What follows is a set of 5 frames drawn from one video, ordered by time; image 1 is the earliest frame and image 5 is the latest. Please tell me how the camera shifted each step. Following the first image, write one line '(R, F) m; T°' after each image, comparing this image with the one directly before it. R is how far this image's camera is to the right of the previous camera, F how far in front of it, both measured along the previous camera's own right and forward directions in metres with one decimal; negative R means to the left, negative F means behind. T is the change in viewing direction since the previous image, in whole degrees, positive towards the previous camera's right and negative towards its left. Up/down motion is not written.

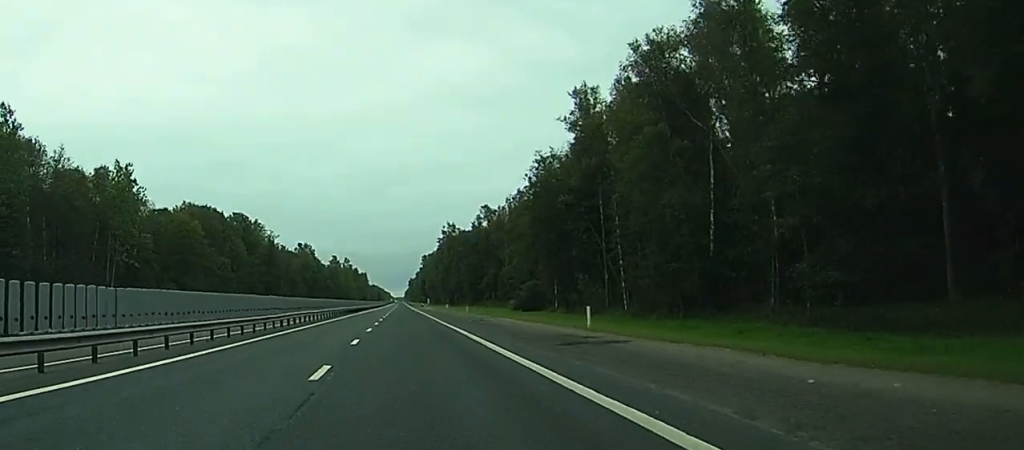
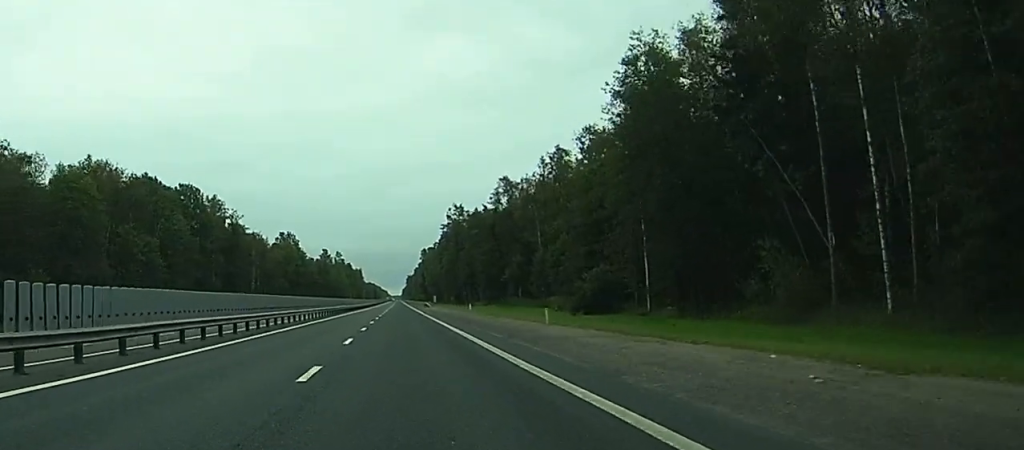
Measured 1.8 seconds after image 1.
(0.0, +48.4) m; 0°
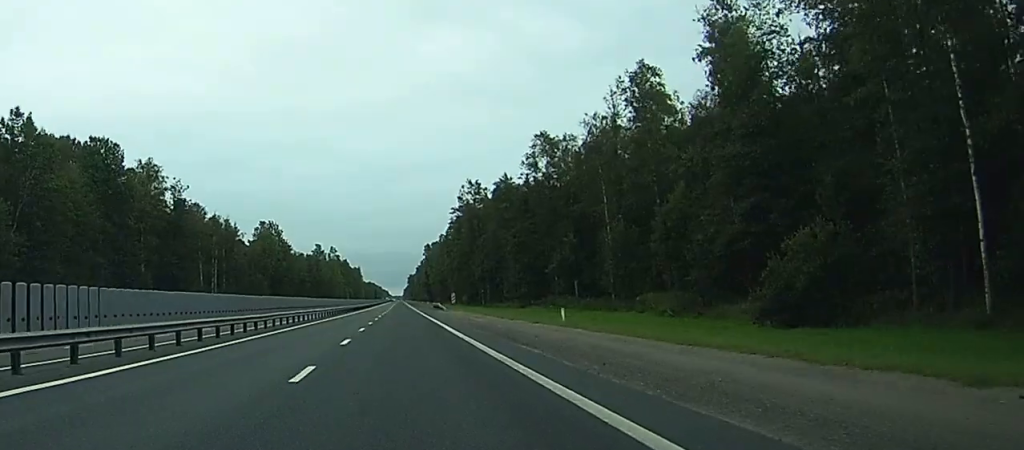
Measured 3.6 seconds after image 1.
(-0.1, +47.7) m; 0°
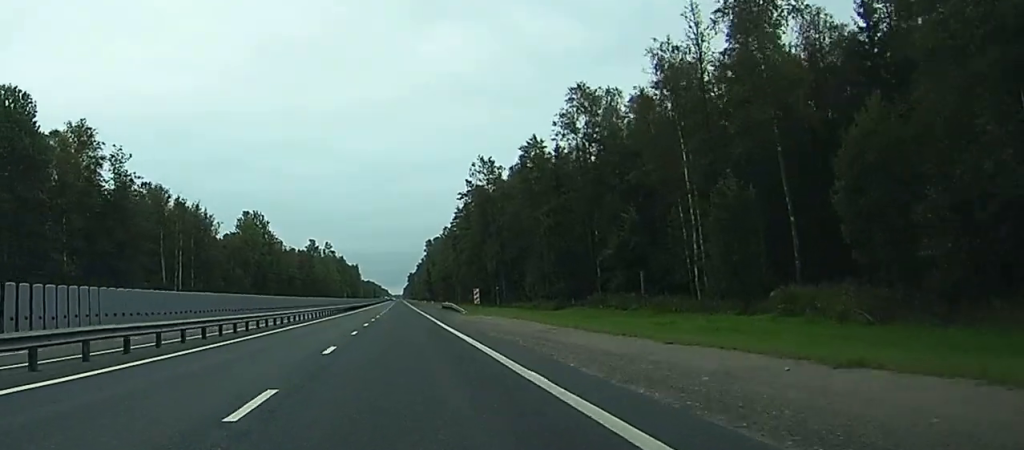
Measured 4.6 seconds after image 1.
(0.0, +28.7) m; 0°
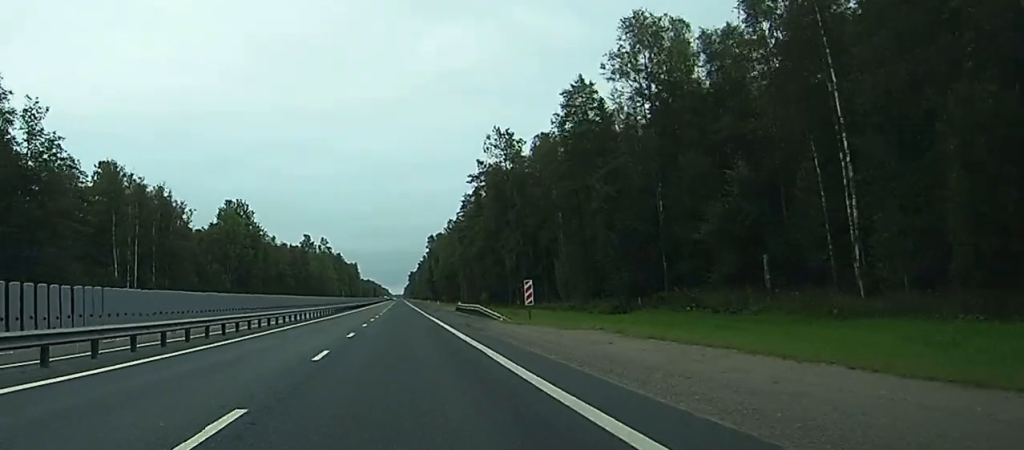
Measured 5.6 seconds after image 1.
(0.0, +26.0) m; 0°
